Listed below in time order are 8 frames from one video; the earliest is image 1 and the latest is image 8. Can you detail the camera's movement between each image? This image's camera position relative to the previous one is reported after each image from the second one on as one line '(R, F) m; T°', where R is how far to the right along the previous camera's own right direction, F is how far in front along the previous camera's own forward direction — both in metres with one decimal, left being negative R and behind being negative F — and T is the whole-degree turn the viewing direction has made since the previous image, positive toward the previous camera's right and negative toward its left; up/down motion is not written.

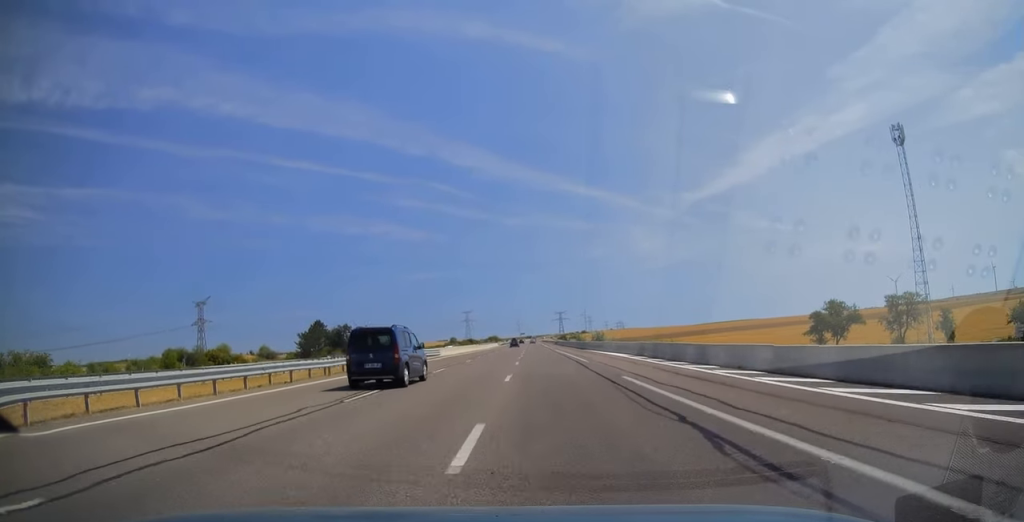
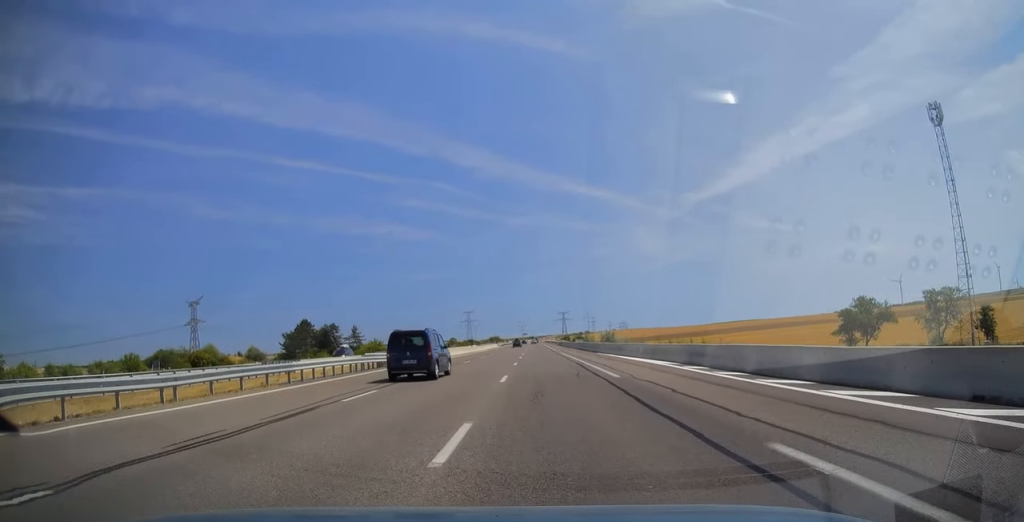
(-0.1, +12.6) m; 0°
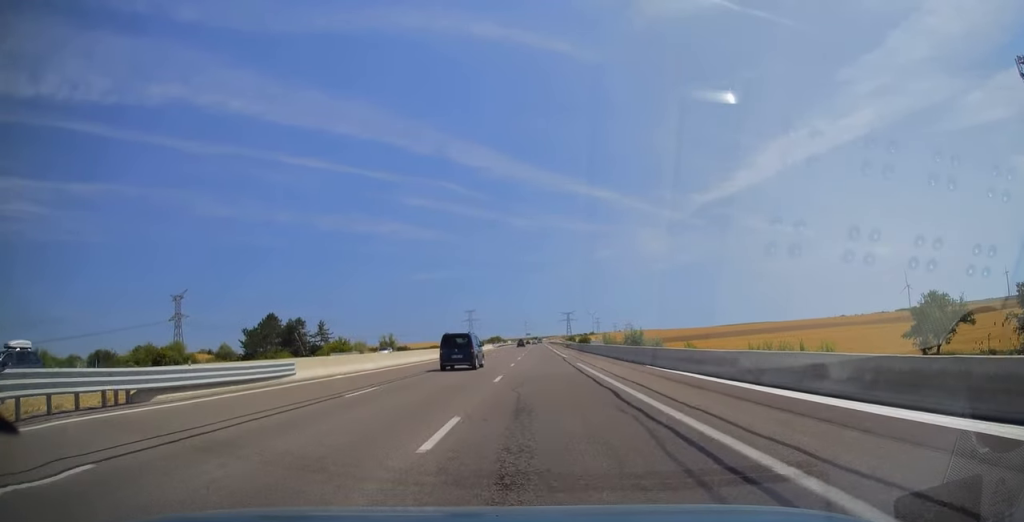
(0.0, +24.9) m; 0°
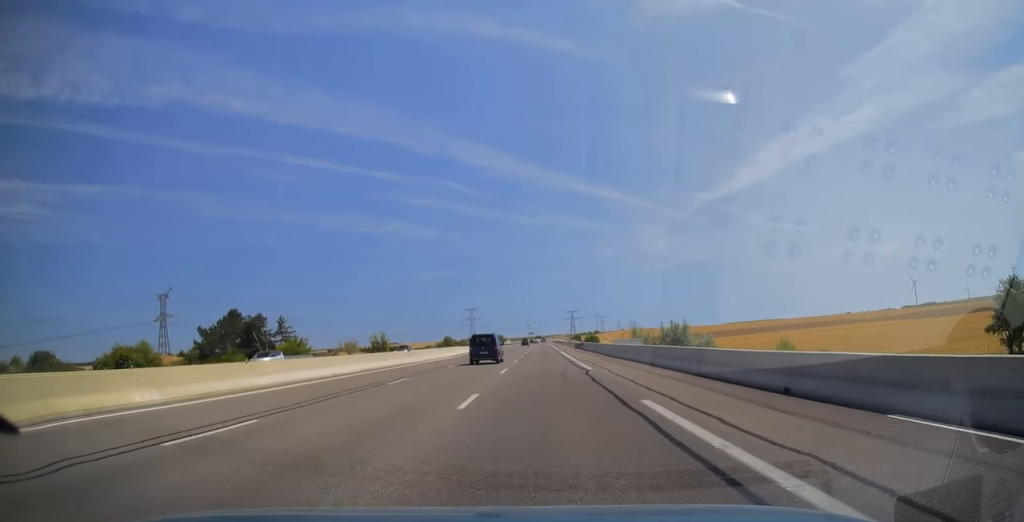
(0.0, +21.0) m; 0°
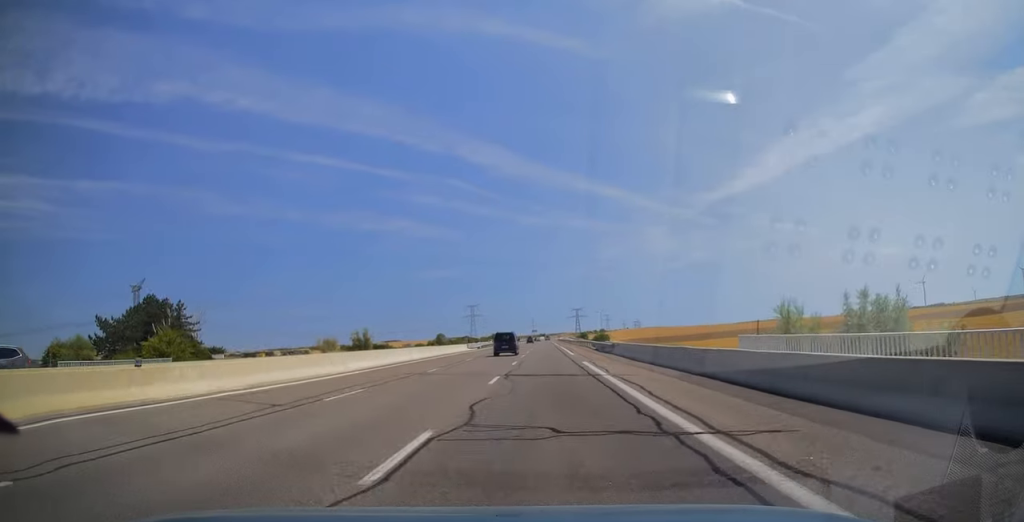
(0.0, +31.7) m; -1°
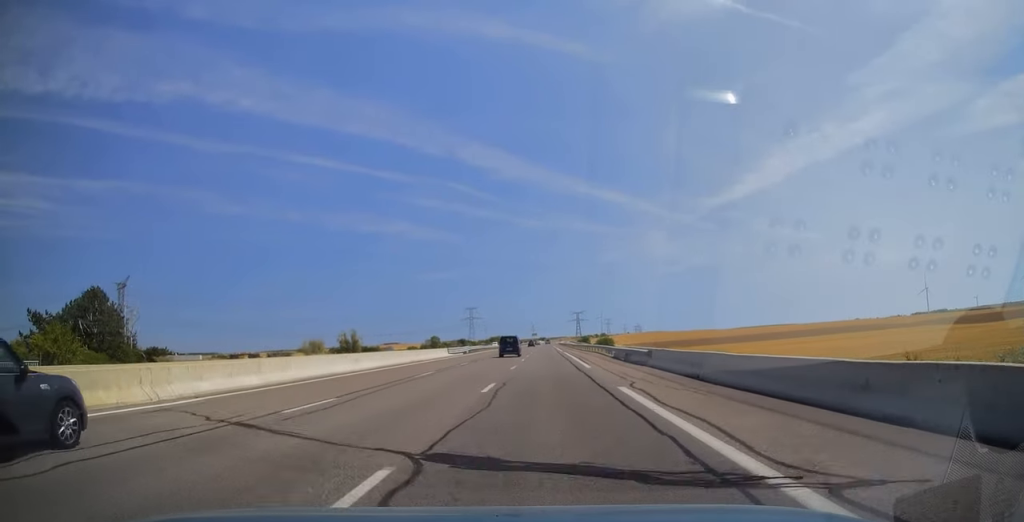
(-0.2, +15.3) m; 0°
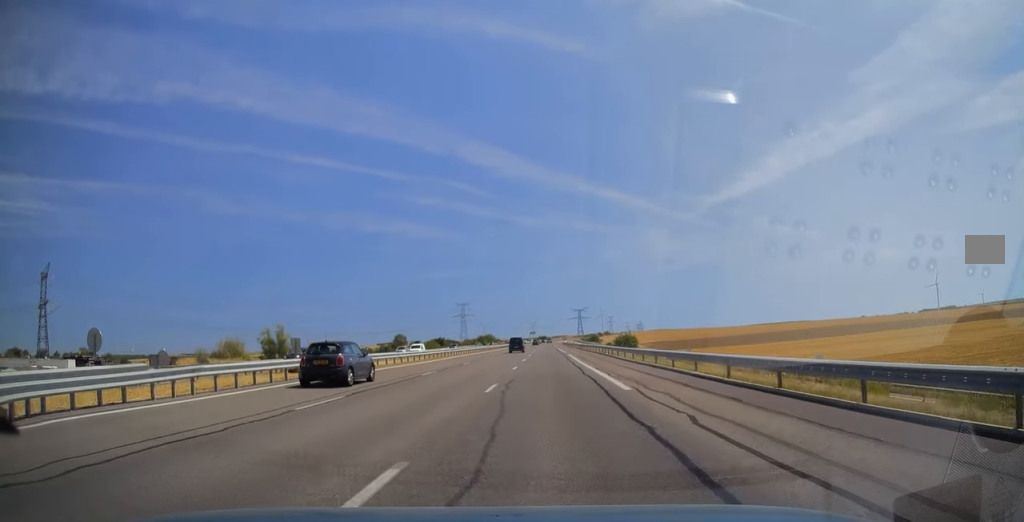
(+0.6, +64.4) m; 0°
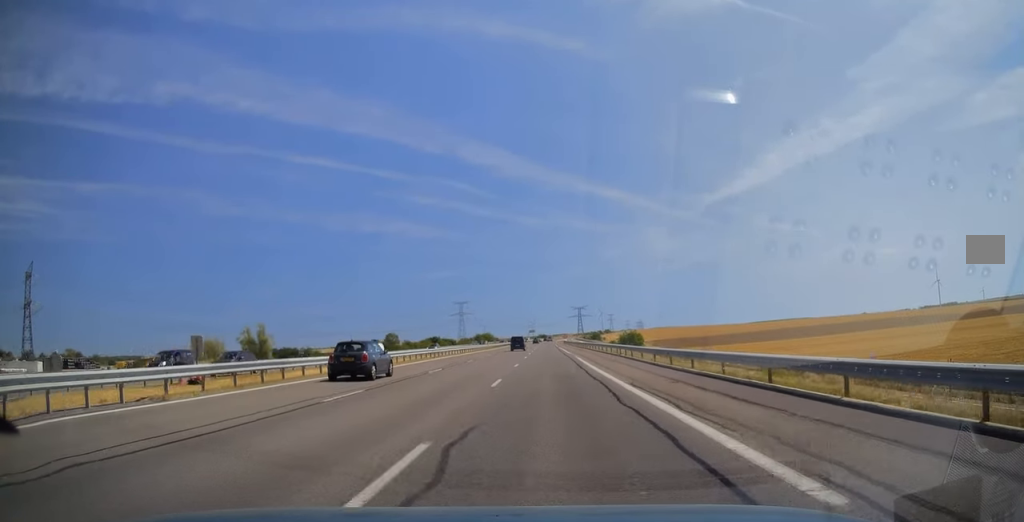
(0.0, +11.4) m; 0°
